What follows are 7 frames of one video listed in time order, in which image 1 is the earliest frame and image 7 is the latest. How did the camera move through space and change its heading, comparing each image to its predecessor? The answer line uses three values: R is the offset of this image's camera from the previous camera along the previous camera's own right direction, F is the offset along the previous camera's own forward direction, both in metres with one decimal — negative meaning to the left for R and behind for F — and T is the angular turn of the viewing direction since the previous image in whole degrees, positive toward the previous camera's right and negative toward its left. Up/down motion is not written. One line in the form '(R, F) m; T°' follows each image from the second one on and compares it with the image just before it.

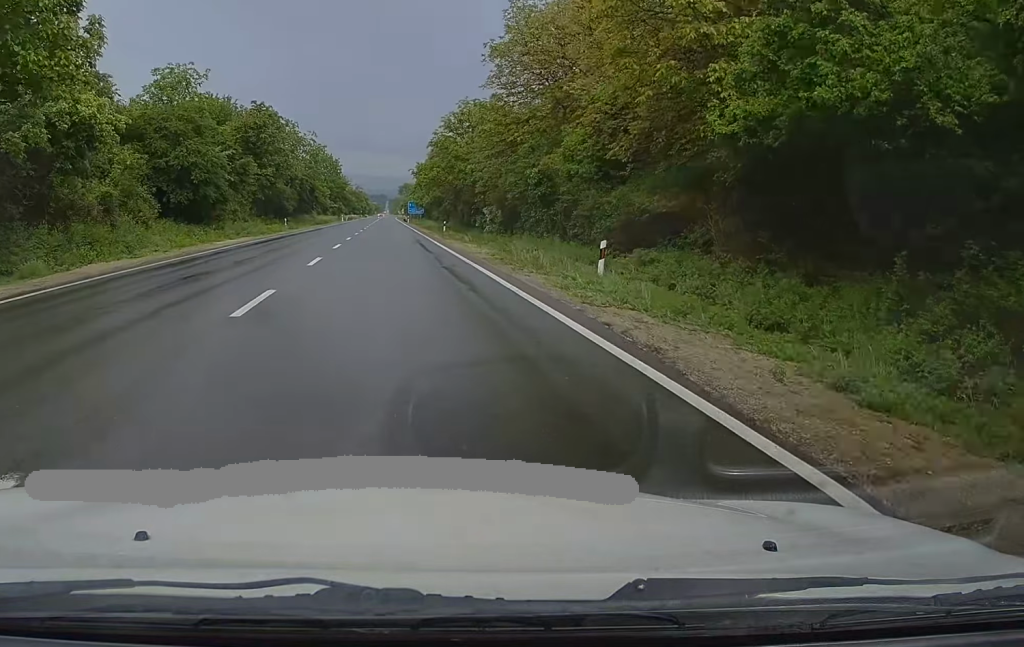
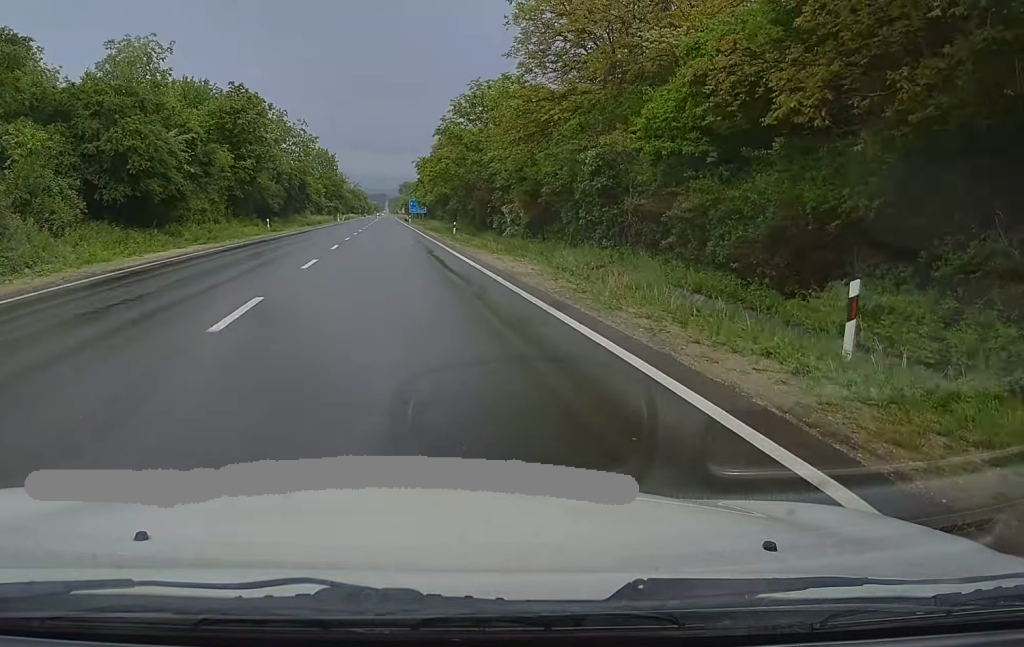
(+0.2, +10.1) m; 0°
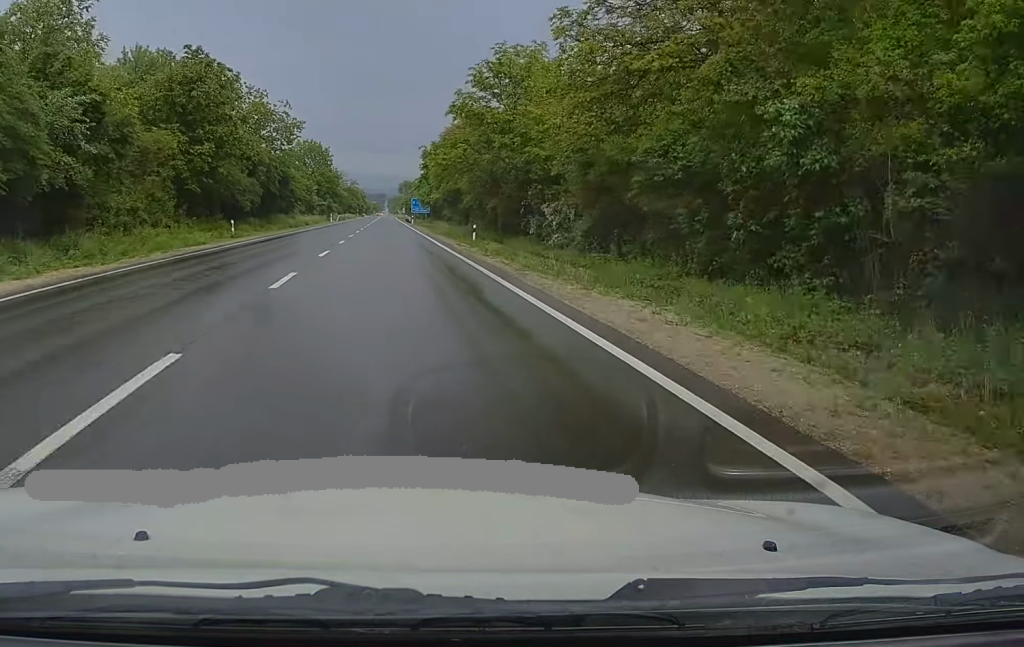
(+0.2, +13.4) m; 0°
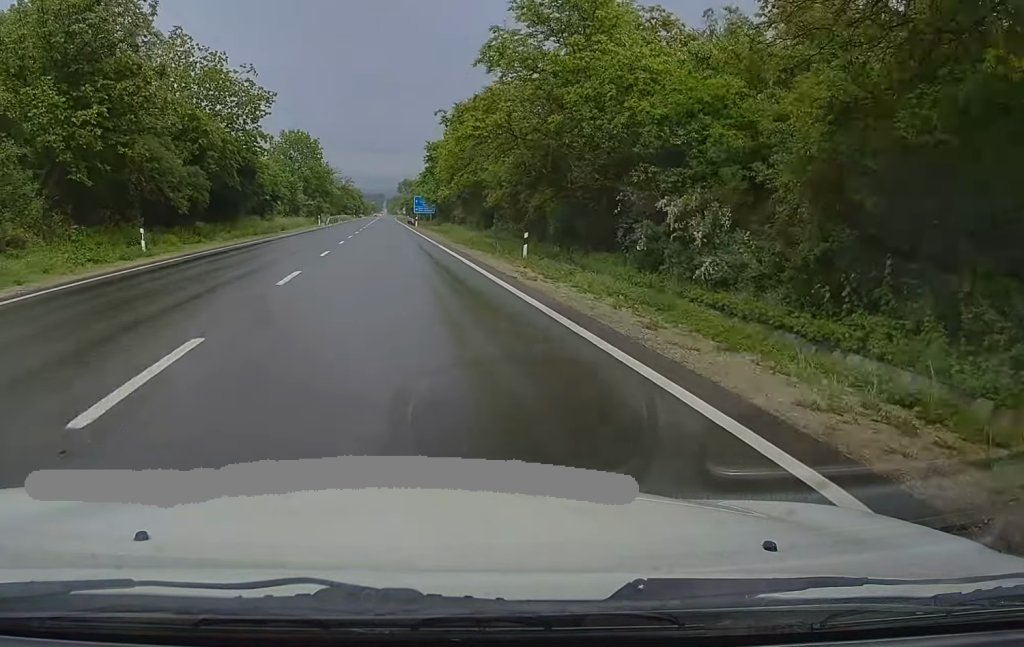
(-0.2, +16.8) m; 0°
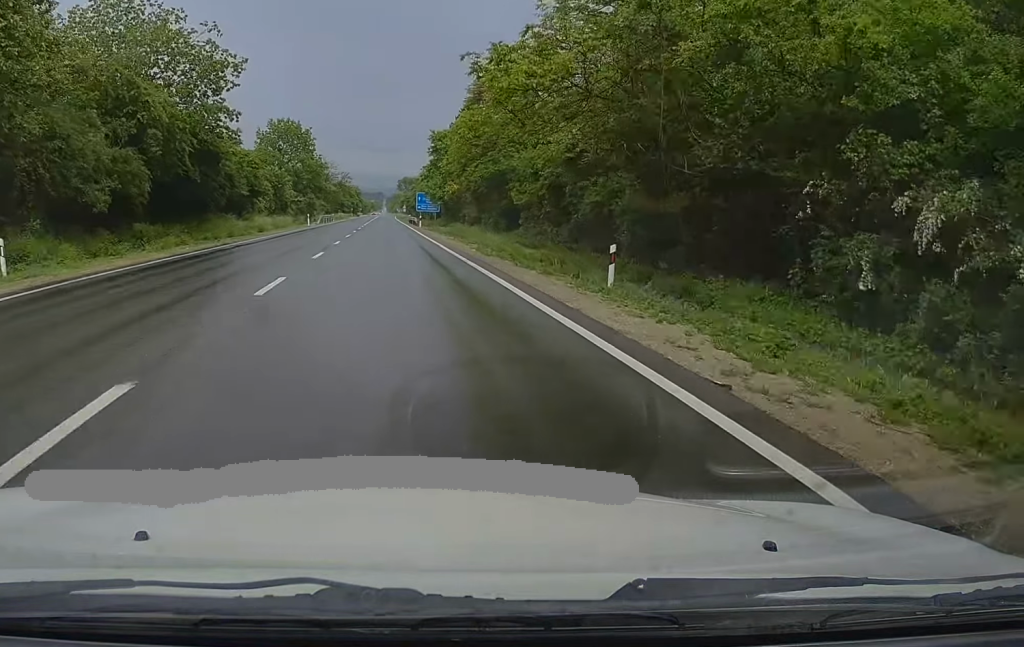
(-0.1, +10.9) m; 0°
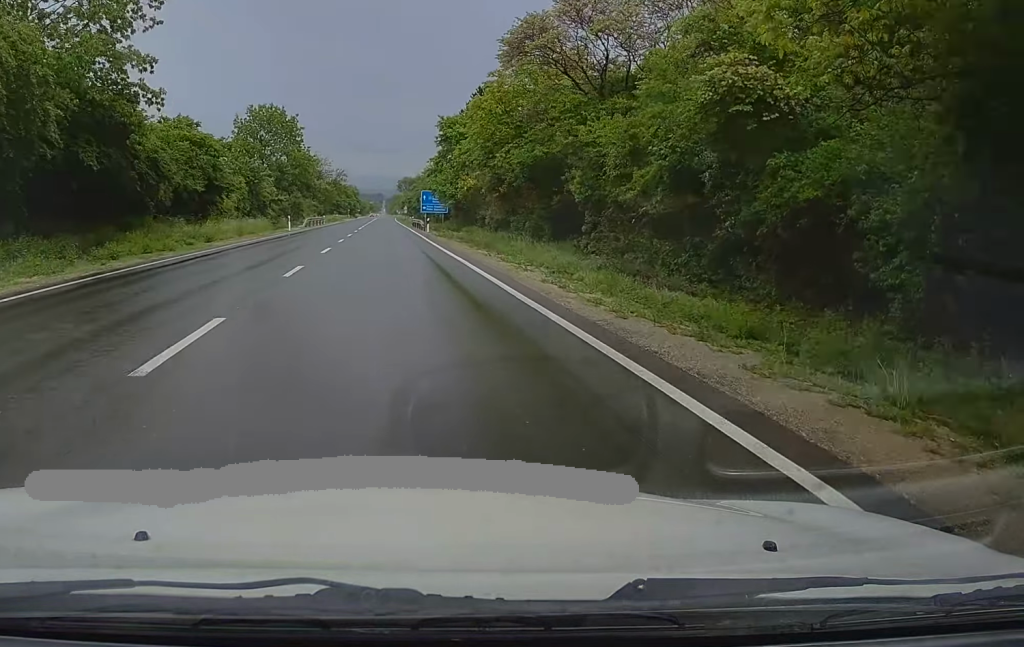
(+0.2, +14.3) m; +1°
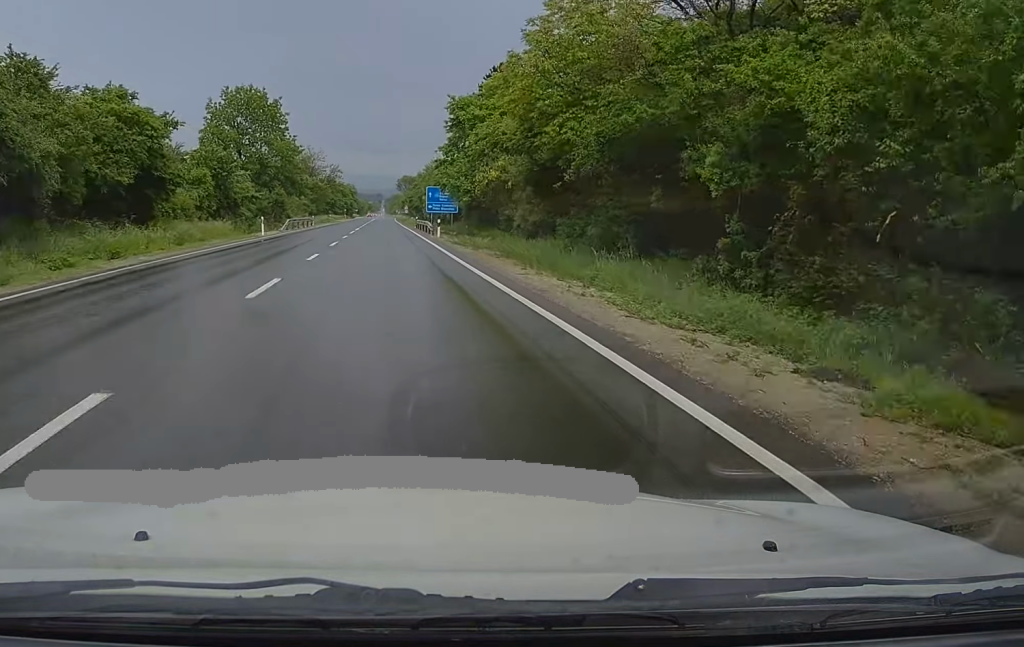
(+0.1, +12.6) m; 0°
